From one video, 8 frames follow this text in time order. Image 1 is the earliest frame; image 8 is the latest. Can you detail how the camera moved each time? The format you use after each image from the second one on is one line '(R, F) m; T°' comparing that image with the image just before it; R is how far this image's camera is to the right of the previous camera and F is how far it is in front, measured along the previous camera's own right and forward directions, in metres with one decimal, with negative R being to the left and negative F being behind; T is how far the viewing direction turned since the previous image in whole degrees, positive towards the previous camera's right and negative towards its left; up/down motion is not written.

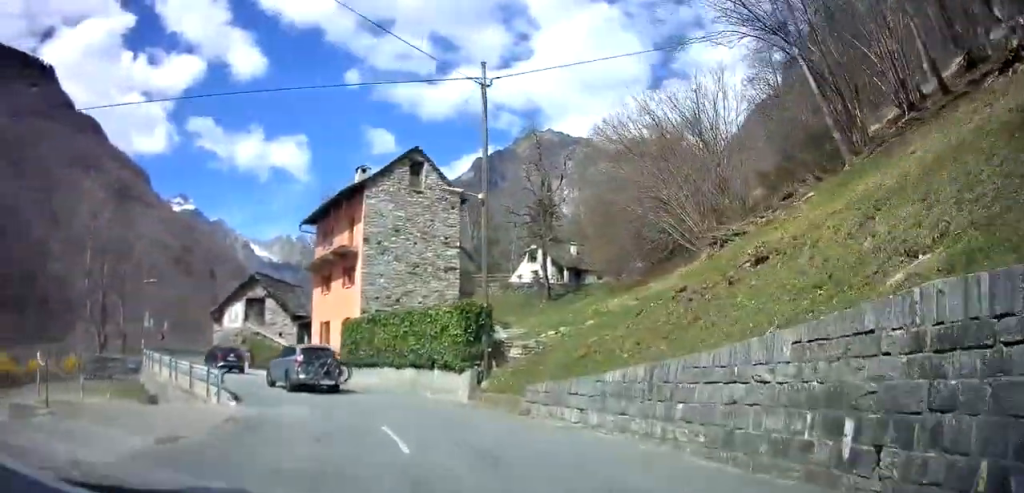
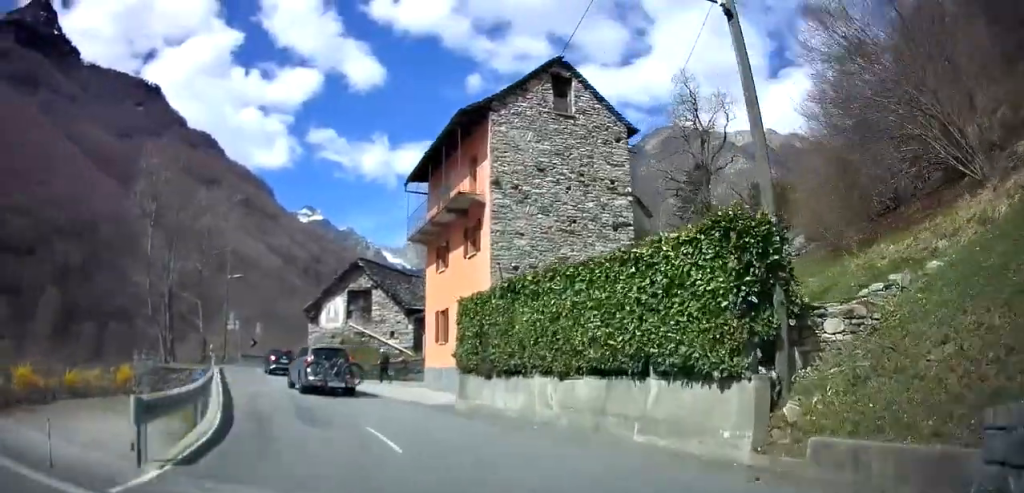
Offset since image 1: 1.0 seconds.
(-0.8, +10.1) m; -11°
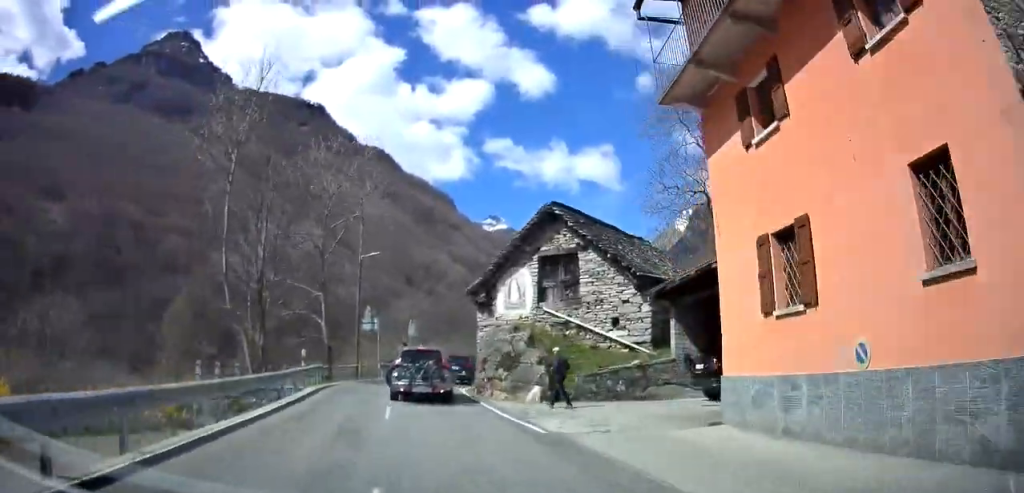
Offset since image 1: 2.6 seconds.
(-2.8, +14.6) m; -20°
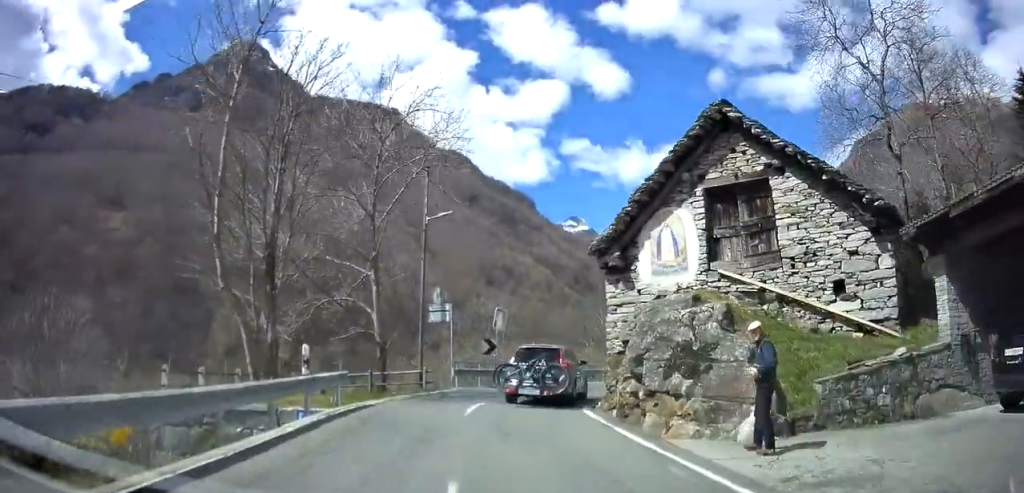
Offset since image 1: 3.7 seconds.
(-0.5, +9.5) m; -1°
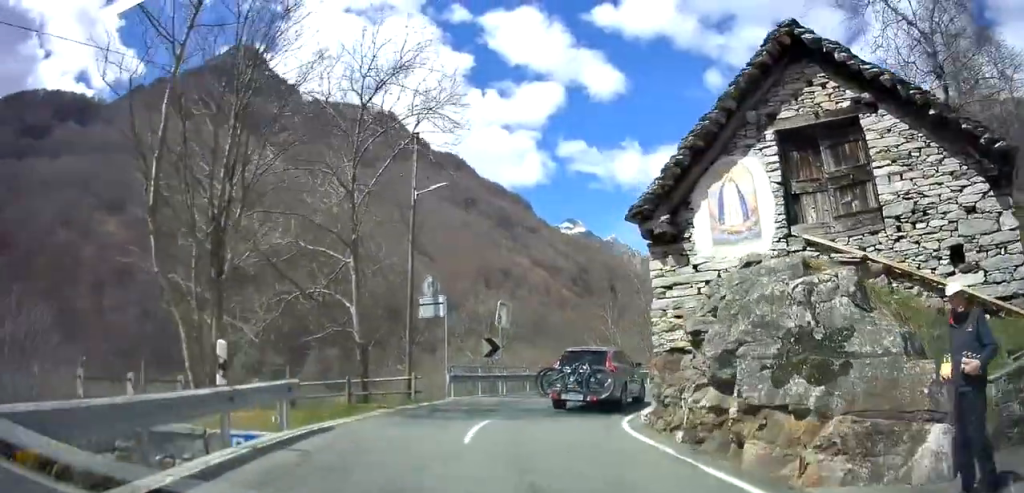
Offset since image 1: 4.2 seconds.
(+0.1, +4.0) m; +2°
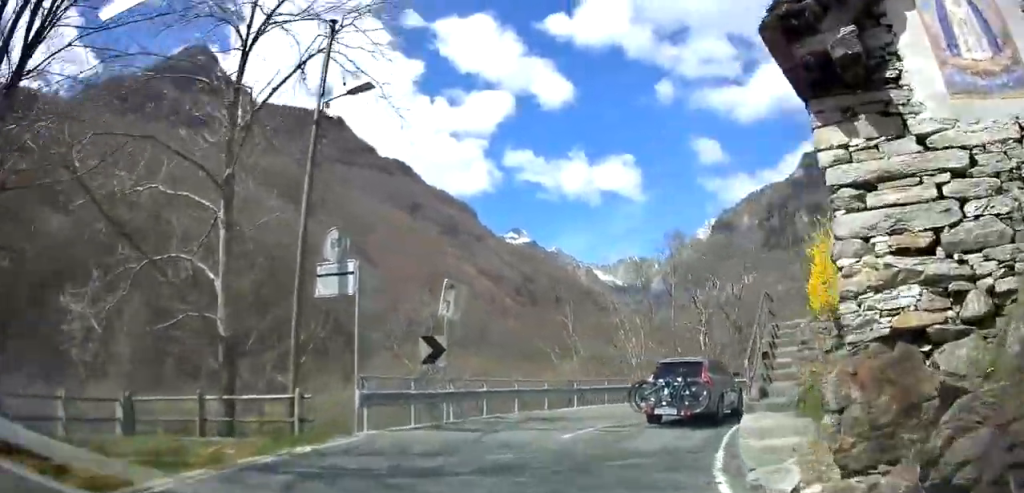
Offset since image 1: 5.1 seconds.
(+0.2, +7.7) m; +5°
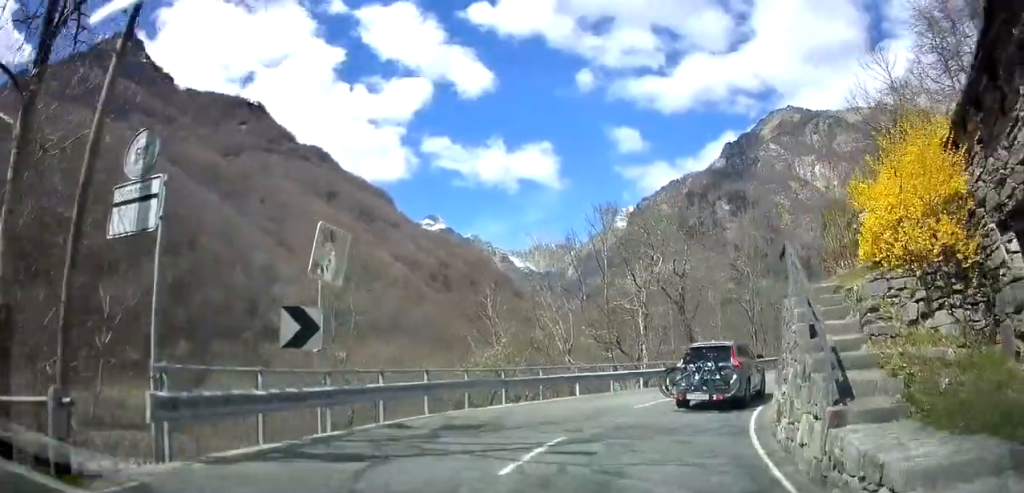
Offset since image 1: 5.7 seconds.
(+0.2, +5.0) m; +7°
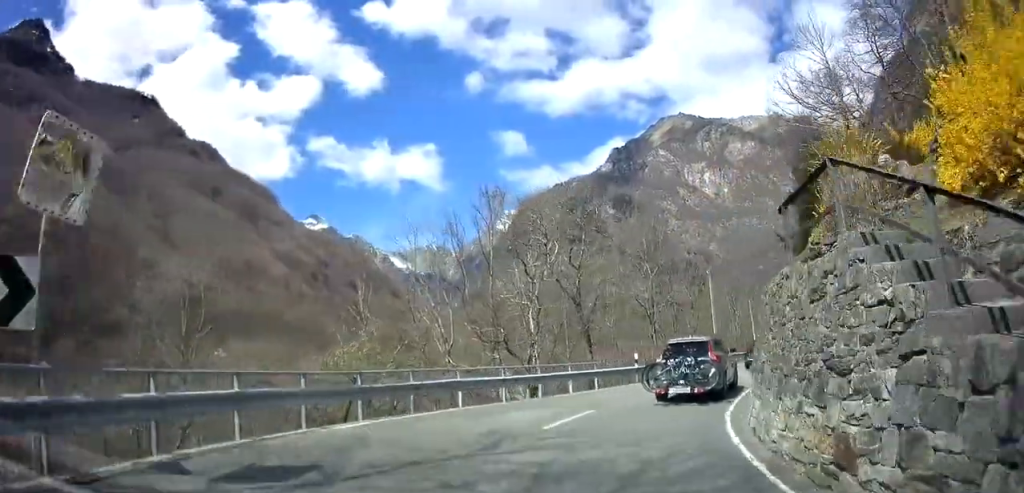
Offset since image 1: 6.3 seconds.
(0.0, +4.6) m; +9°
